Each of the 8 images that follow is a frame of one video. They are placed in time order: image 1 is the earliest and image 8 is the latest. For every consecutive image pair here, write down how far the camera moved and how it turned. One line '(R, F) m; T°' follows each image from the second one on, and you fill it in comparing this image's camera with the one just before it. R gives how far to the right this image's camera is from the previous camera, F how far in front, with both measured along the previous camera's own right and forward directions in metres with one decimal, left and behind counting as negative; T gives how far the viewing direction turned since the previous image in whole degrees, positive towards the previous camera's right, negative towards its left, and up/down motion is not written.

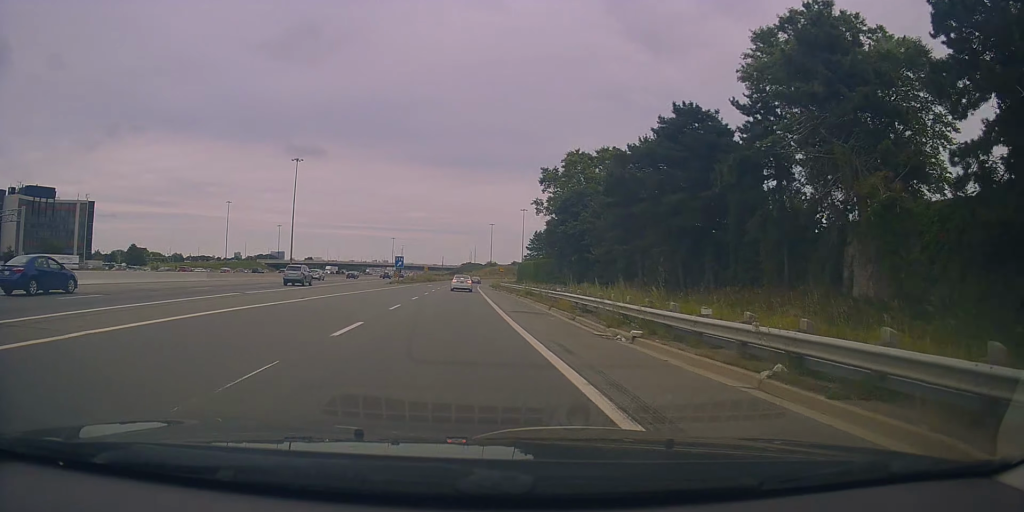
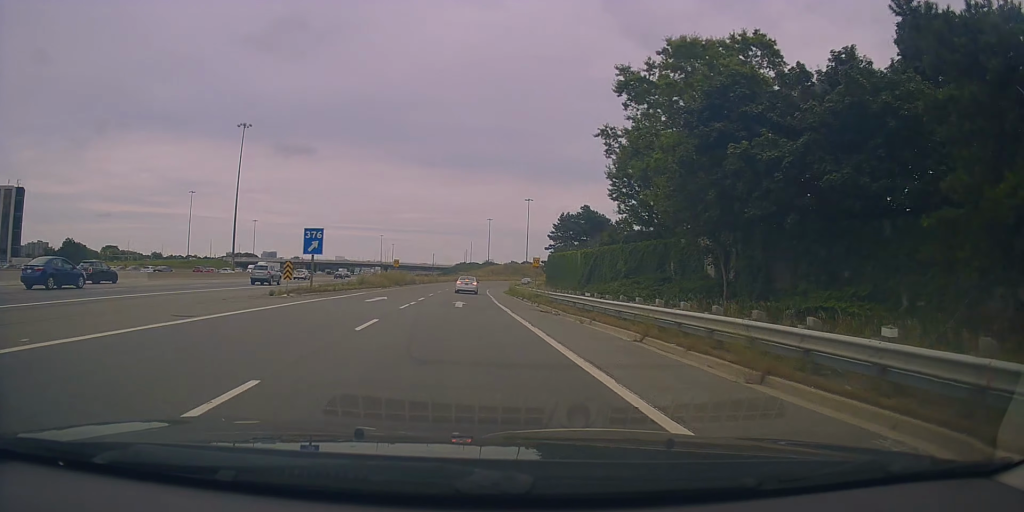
(+0.9, +44.0) m; +2°
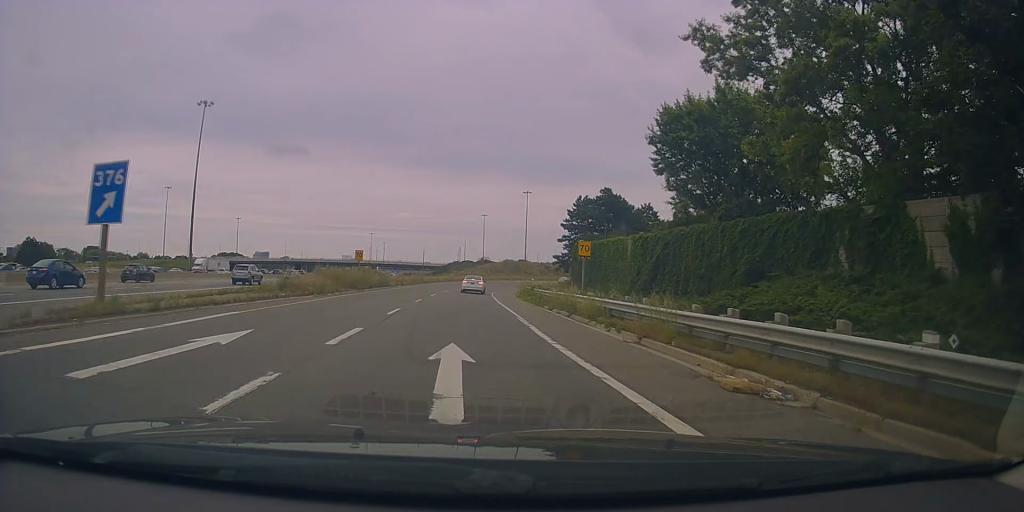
(0.0, +20.0) m; +1°
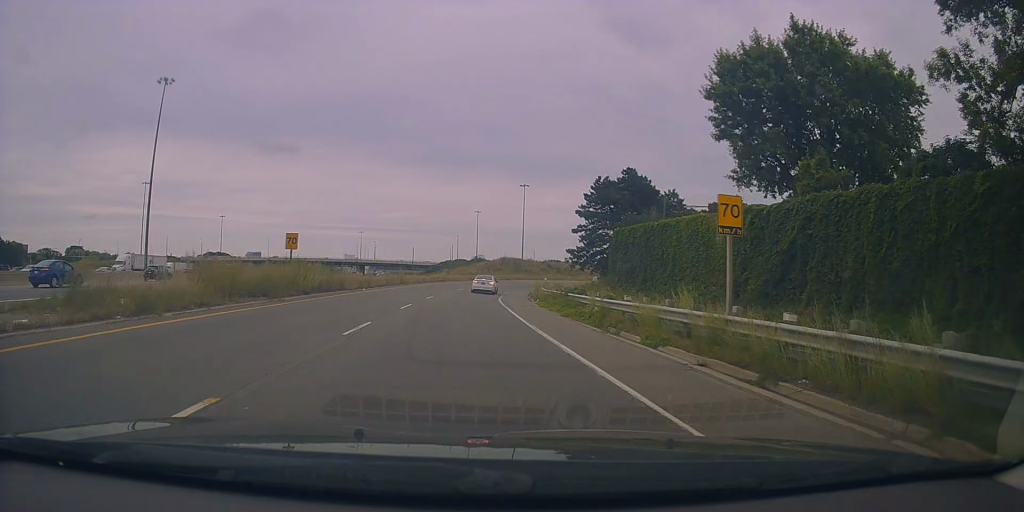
(+0.4, +15.7) m; 0°
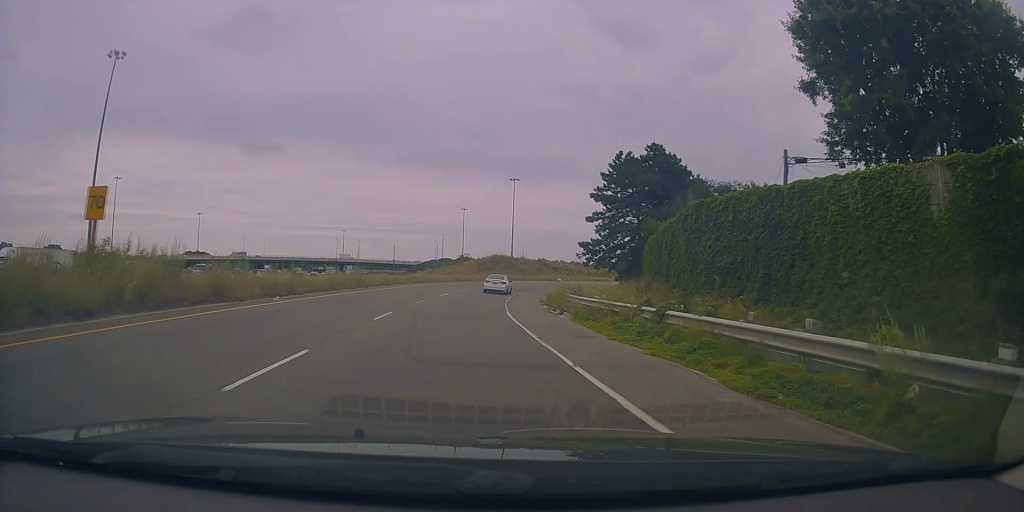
(-0.2, +14.5) m; +1°
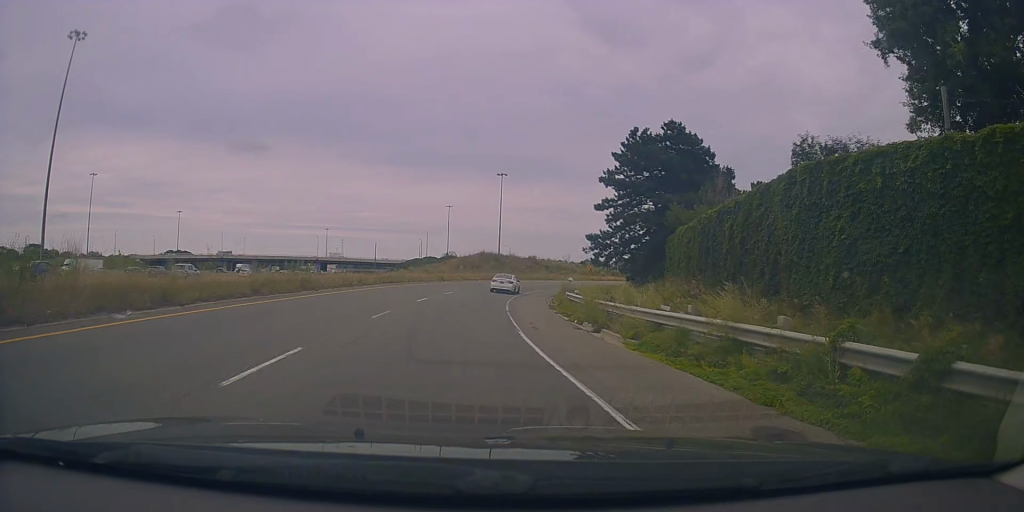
(-0.3, +9.1) m; +1°
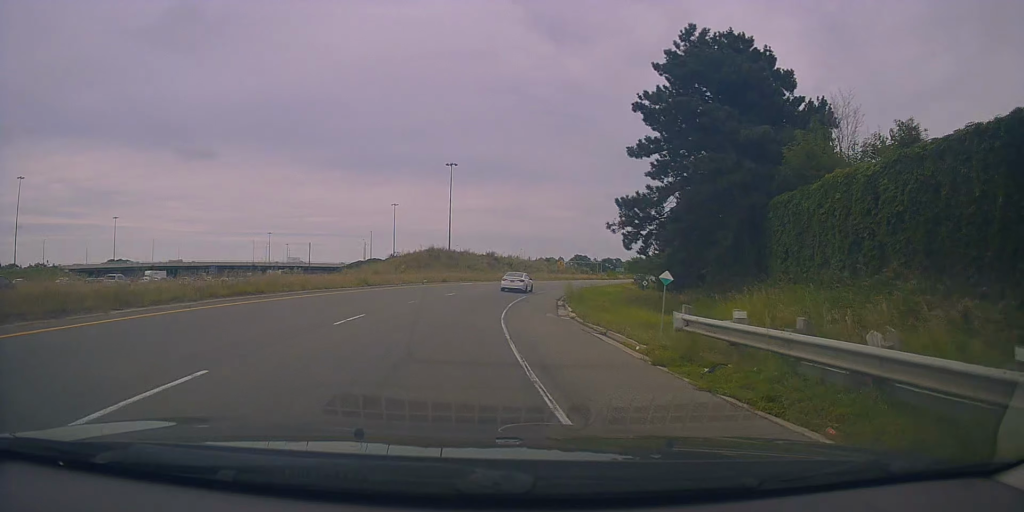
(+0.8, +20.8) m; +5°
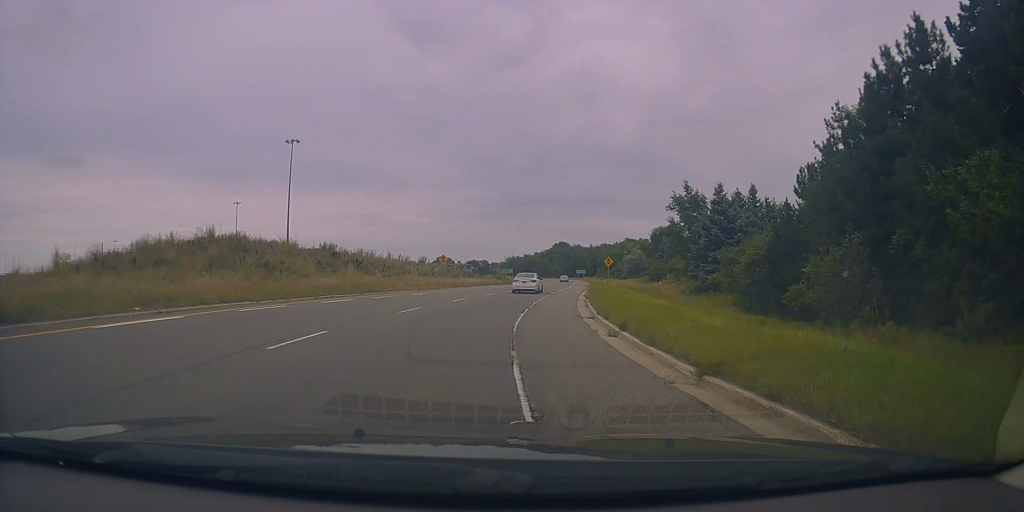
(+4.1, +39.7) m; +13°
